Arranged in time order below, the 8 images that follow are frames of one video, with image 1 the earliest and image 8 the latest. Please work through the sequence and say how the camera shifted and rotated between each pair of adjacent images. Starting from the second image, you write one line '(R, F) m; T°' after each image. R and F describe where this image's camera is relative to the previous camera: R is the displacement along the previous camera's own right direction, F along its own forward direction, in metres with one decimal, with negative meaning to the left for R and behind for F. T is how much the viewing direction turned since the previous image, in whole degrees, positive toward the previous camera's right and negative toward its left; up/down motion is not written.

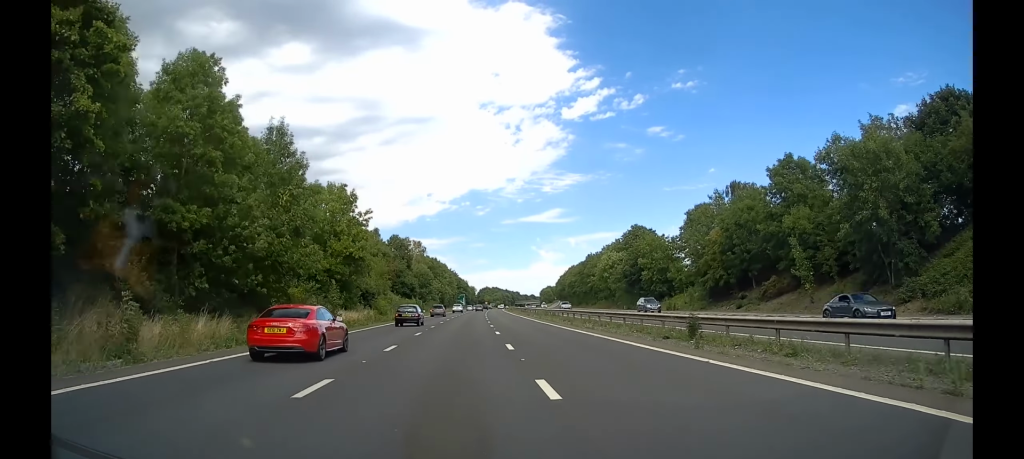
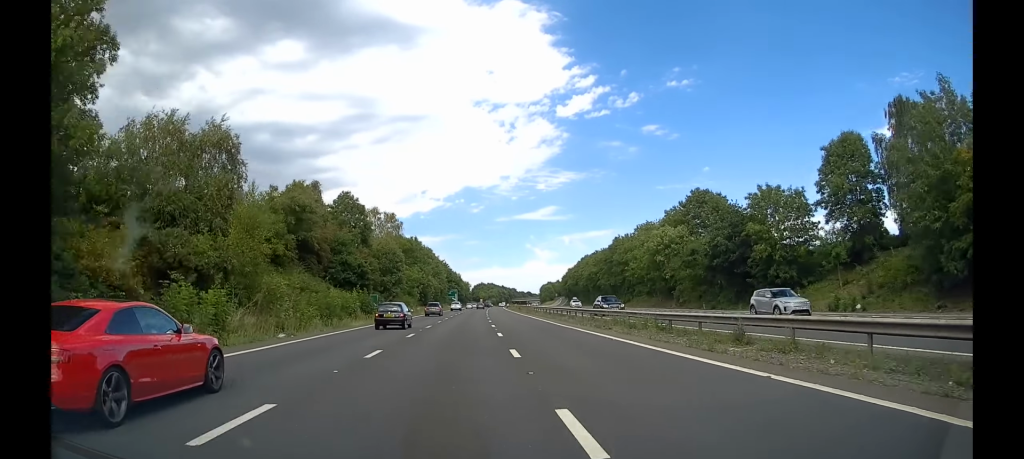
(+0.3, +39.3) m; 0°
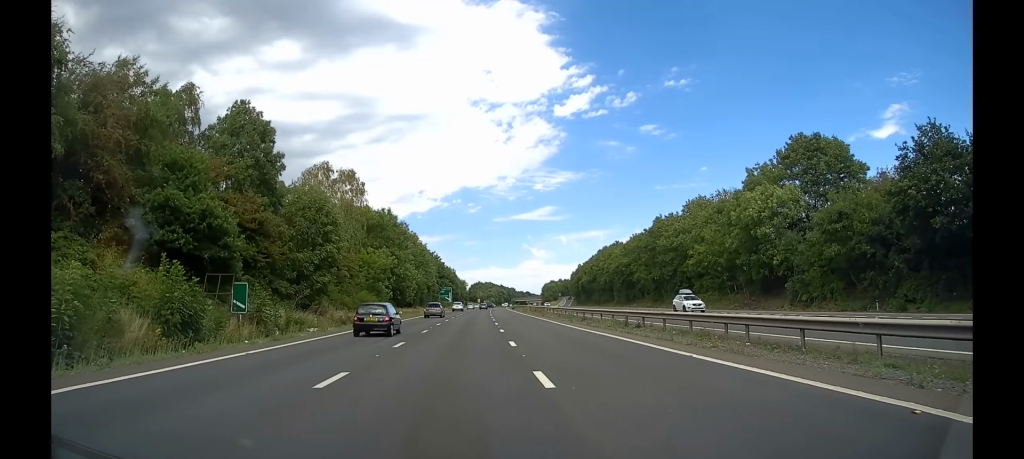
(-0.1, +32.4) m; 0°
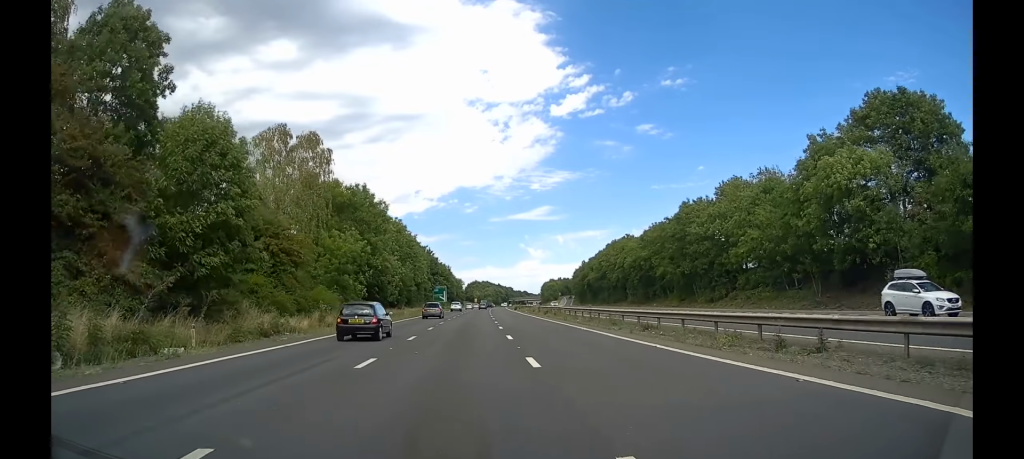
(+0.1, +15.2) m; 0°
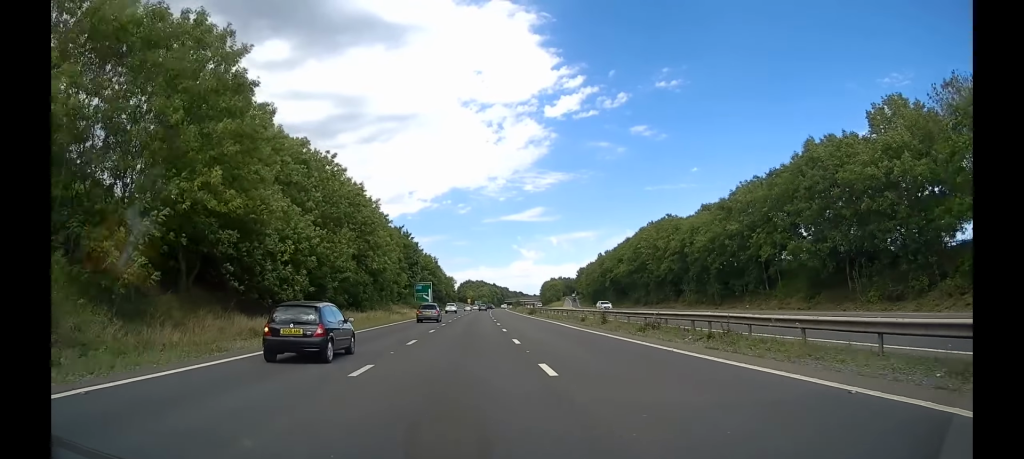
(+0.5, +37.6) m; +1°
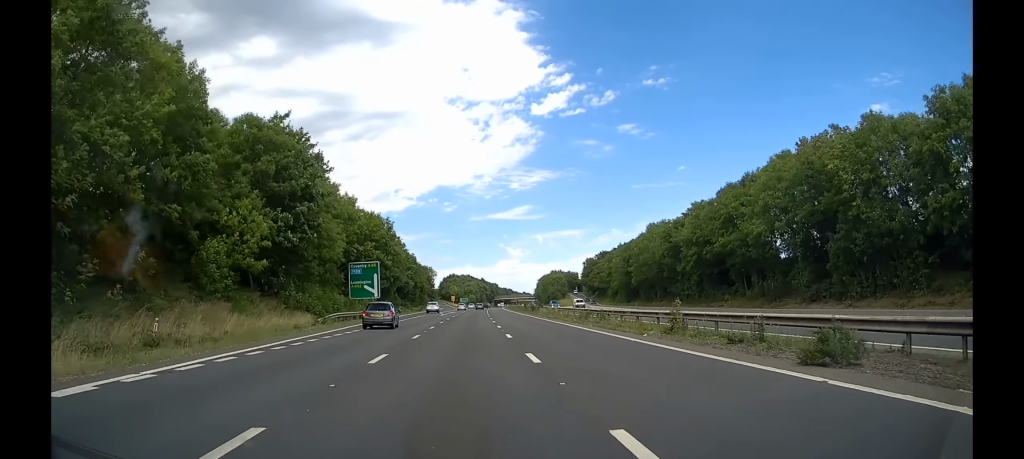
(+1.0, +61.9) m; +2°
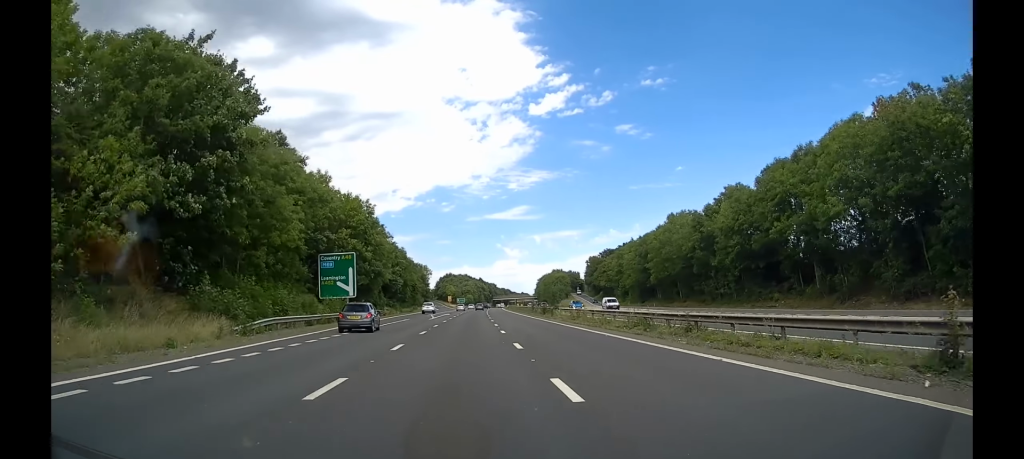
(+0.1, +14.3) m; 0°
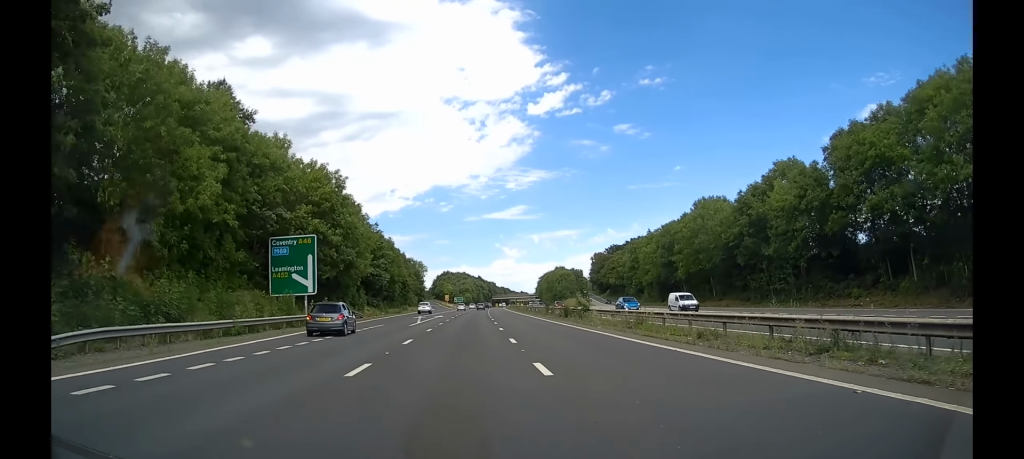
(-0.1, +15.3) m; 0°
